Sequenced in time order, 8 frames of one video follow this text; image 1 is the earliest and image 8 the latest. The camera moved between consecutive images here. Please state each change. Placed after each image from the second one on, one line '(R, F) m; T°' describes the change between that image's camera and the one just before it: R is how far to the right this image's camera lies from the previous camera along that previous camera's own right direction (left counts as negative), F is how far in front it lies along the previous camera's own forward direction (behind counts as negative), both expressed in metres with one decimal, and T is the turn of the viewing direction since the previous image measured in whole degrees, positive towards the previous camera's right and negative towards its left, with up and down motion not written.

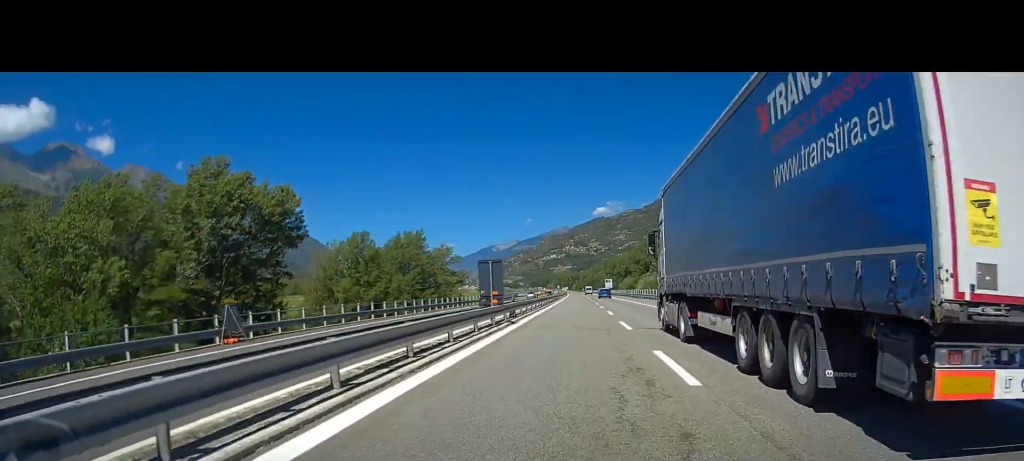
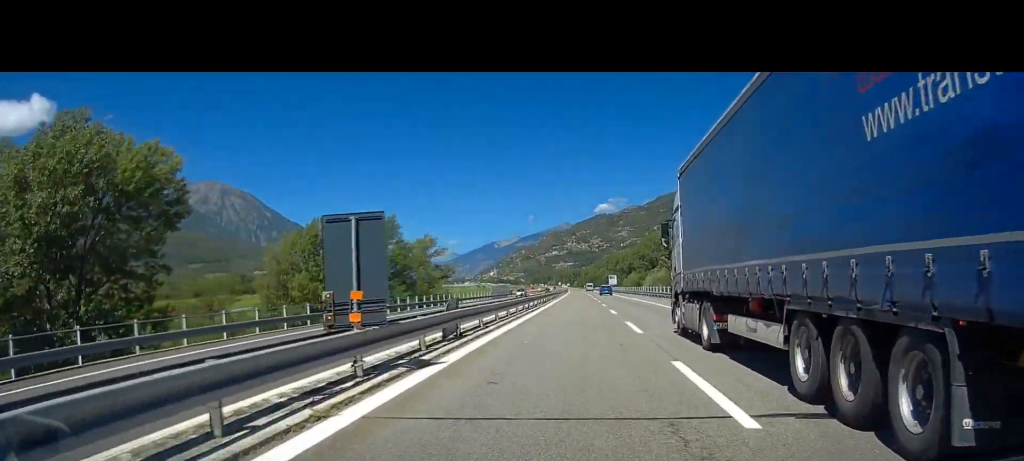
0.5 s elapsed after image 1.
(0.0, +13.4) m; 0°
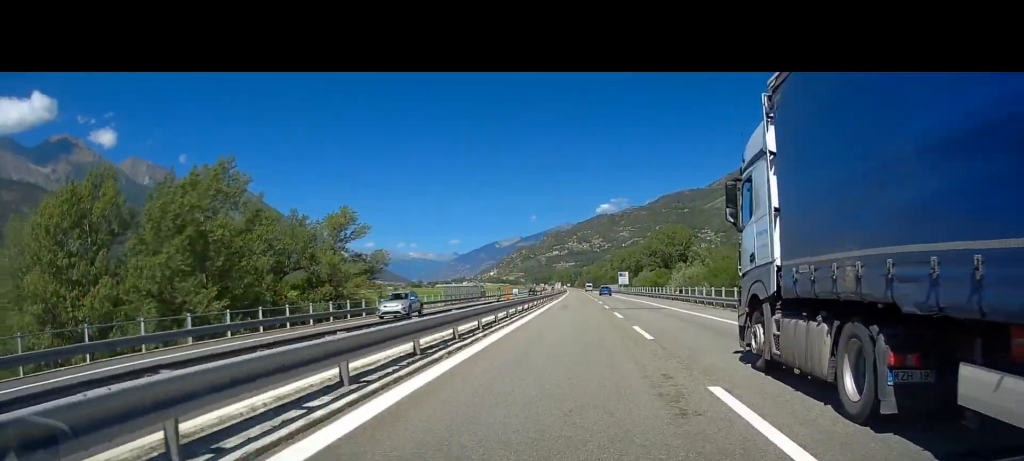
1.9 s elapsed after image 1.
(0.0, +39.7) m; 0°
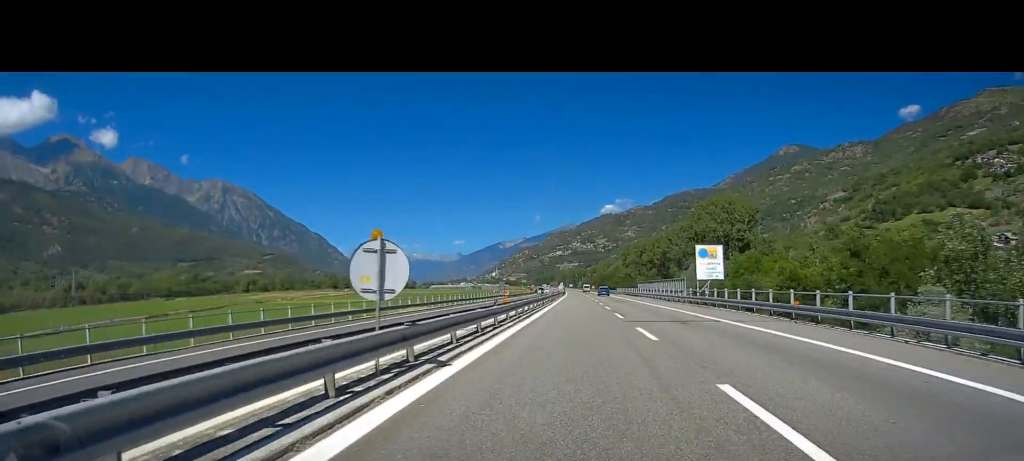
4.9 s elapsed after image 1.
(-0.6, +71.0) m; -1°
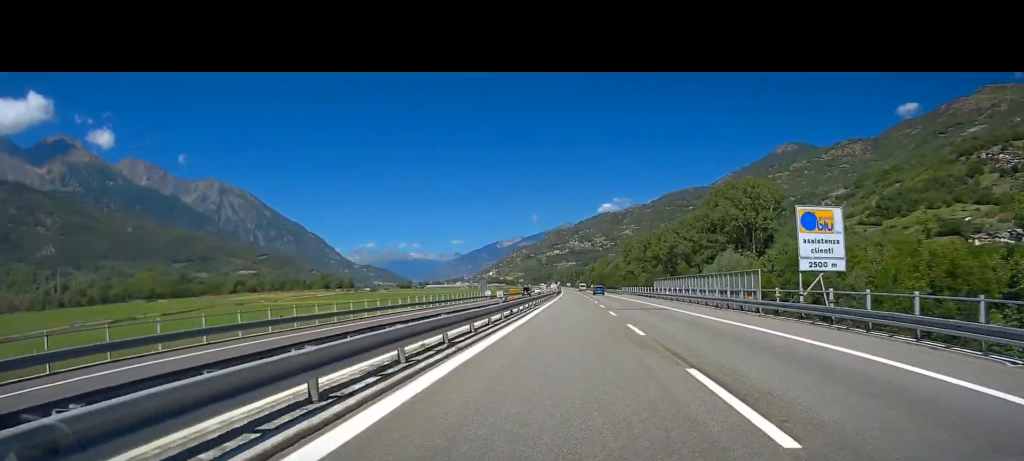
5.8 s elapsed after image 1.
(0.0, +19.6) m; +1°
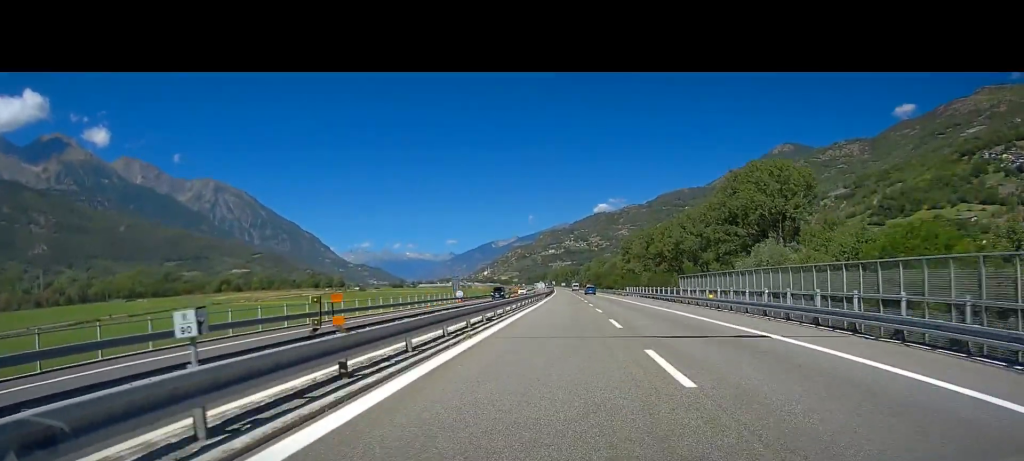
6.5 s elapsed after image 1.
(+0.3, +19.5) m; +1°
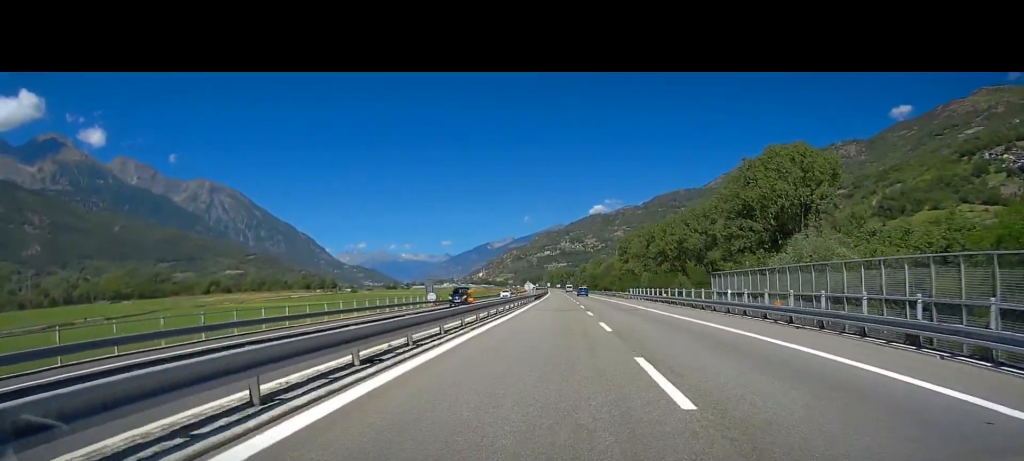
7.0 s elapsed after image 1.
(0.0, +13.1) m; 0°
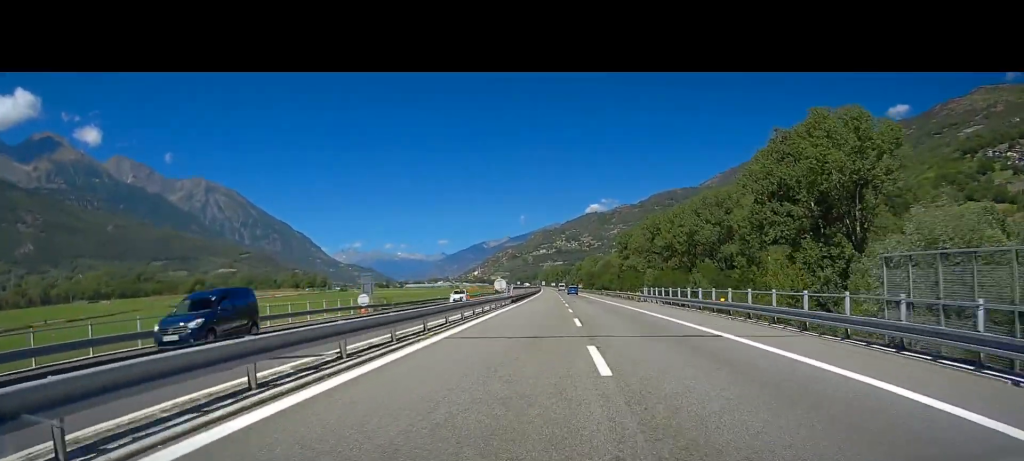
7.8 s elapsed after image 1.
(0.0, +21.1) m; 0°
